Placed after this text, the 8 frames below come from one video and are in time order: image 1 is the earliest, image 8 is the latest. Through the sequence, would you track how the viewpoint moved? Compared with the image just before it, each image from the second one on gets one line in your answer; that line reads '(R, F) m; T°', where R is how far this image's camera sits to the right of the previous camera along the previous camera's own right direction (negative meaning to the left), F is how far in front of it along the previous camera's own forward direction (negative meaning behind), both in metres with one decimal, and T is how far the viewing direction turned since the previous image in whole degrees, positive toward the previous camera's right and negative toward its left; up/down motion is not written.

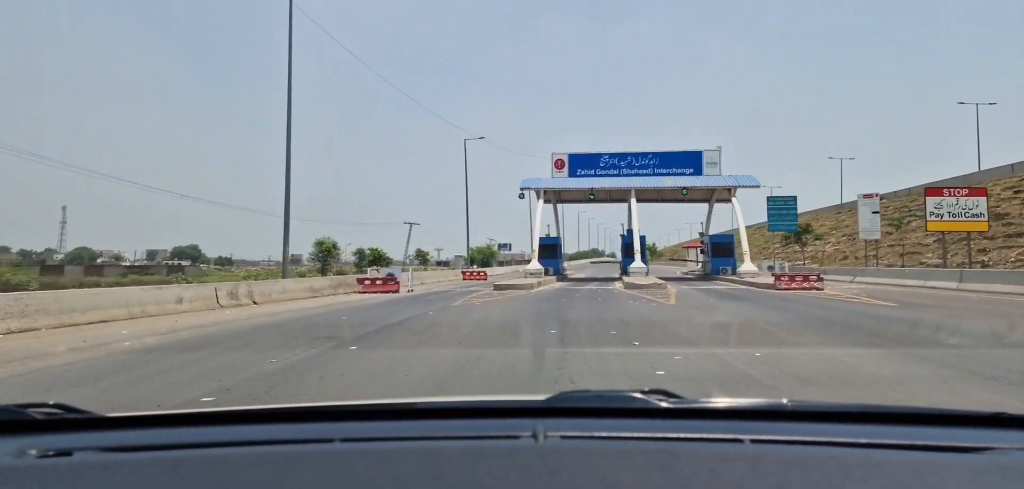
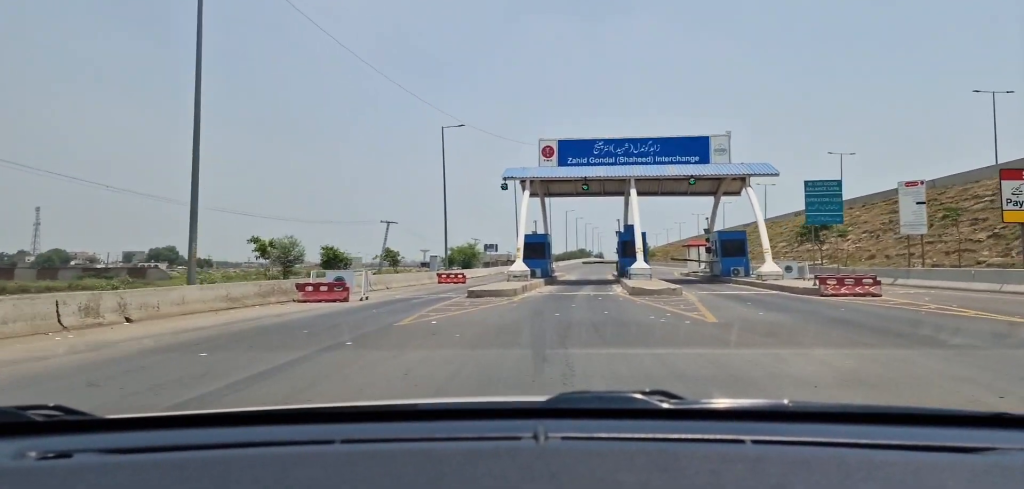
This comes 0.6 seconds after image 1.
(+0.1, +5.4) m; +3°
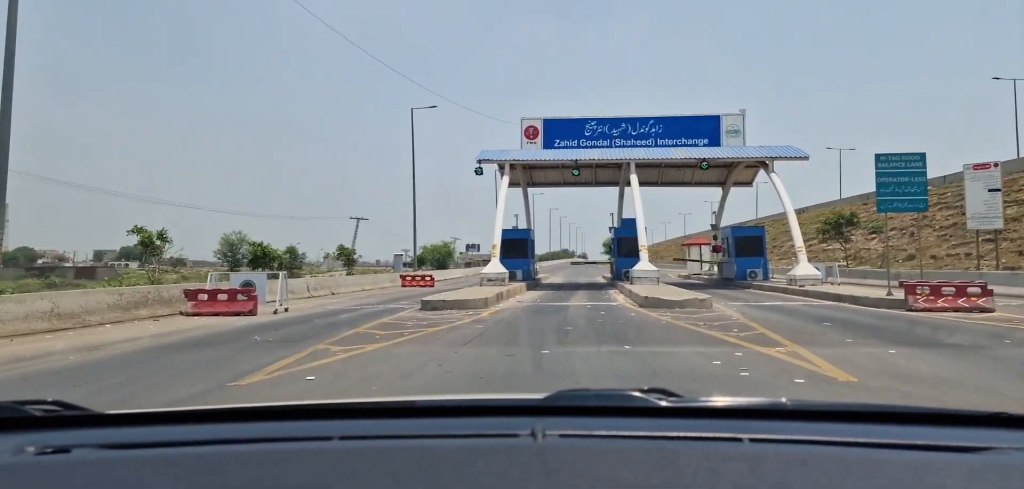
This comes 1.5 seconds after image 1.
(+0.5, +6.2) m; +6°
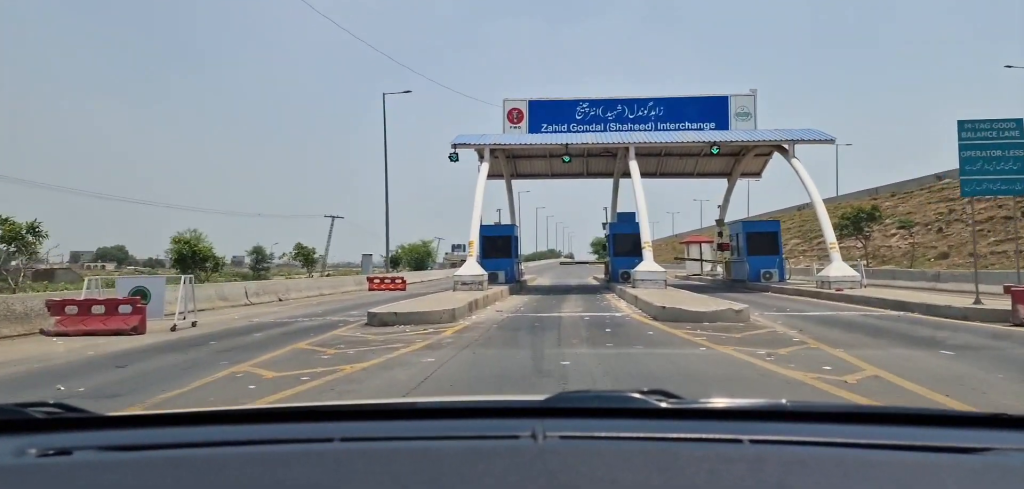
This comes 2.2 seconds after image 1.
(+0.1, +3.9) m; +2°
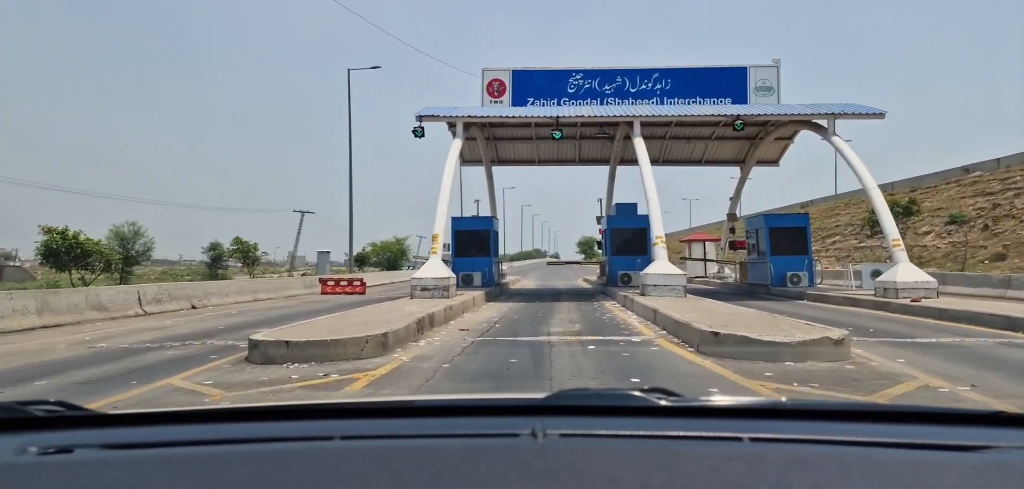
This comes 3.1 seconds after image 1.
(+0.2, +4.6) m; +1°
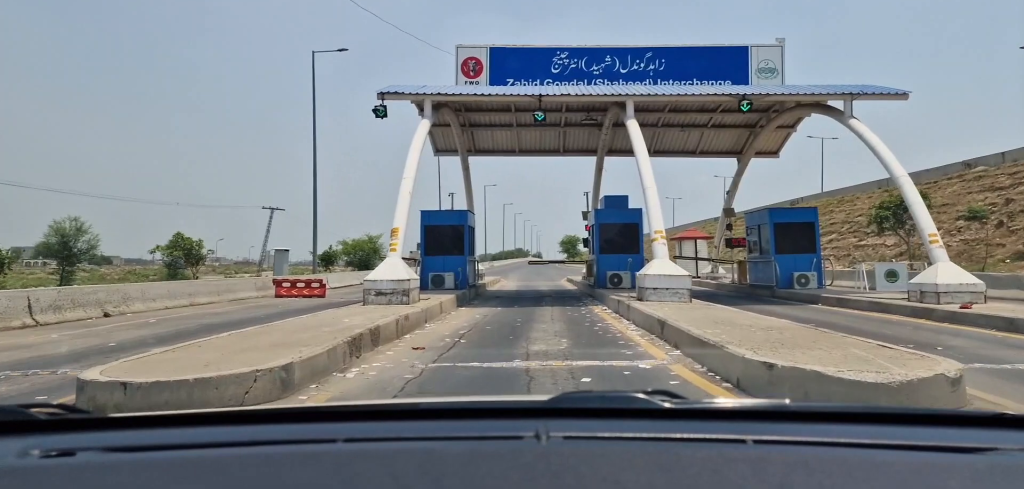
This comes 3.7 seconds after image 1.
(0.0, +2.6) m; -2°
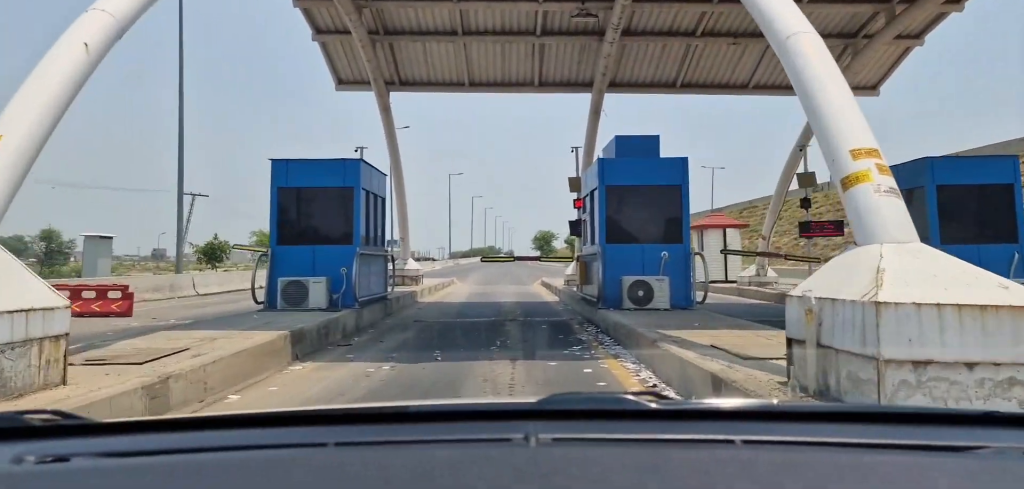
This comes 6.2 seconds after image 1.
(-0.6, +10.2) m; +2°
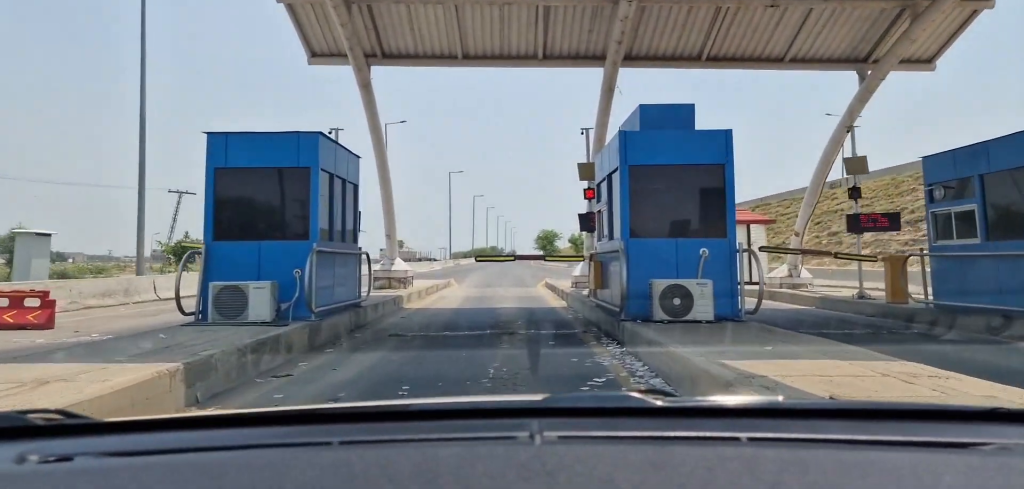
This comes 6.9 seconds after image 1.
(+0.2, +2.5) m; 0°
